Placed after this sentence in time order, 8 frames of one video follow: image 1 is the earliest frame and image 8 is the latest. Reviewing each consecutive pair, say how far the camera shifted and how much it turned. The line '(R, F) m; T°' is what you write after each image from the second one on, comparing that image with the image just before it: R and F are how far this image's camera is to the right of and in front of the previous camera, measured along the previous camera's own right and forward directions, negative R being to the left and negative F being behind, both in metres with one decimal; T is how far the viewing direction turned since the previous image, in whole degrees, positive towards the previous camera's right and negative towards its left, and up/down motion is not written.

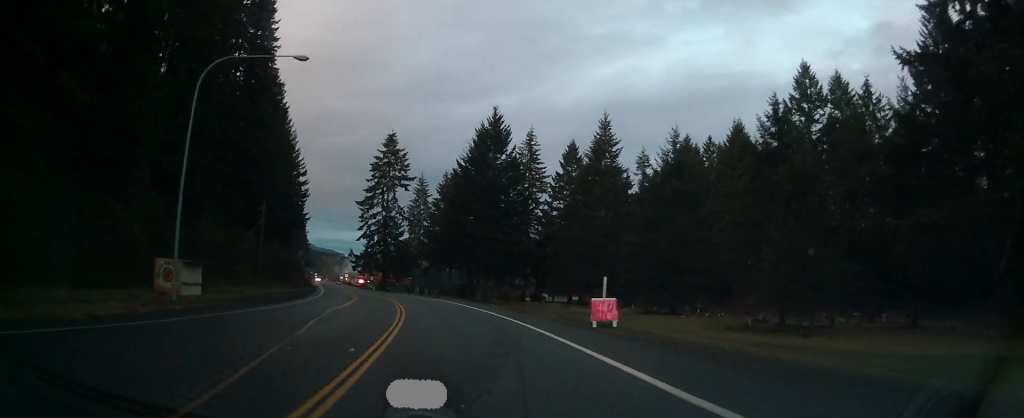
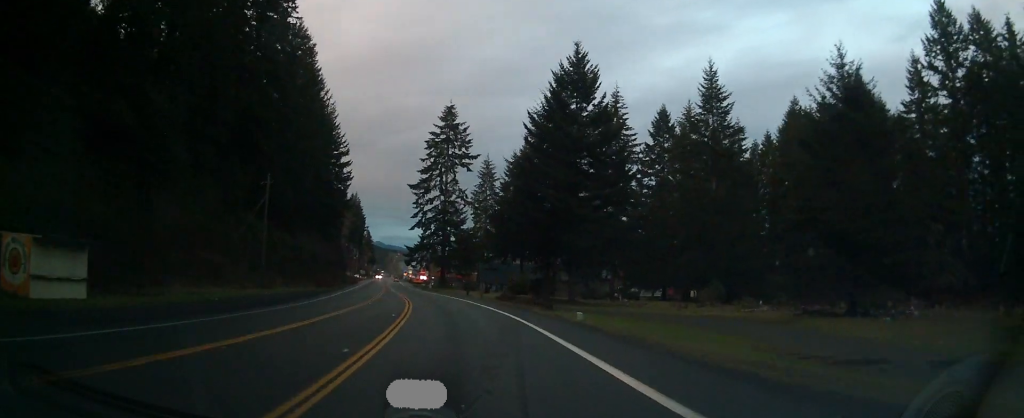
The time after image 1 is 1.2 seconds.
(-1.4, +24.6) m; -5°
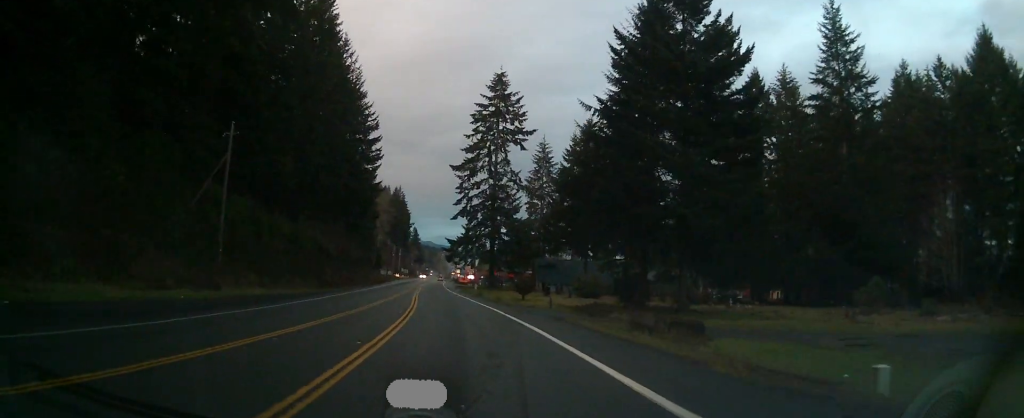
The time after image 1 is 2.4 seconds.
(-0.5, +23.2) m; -1°
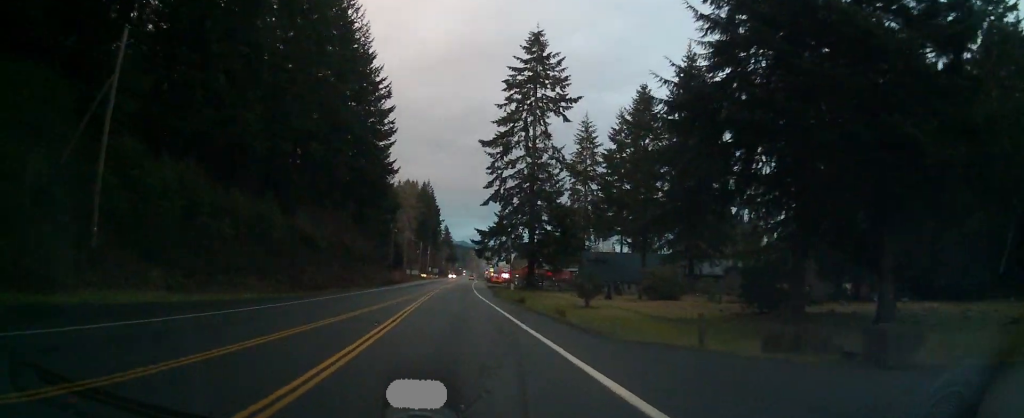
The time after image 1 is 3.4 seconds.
(0.0, +19.9) m; -4°
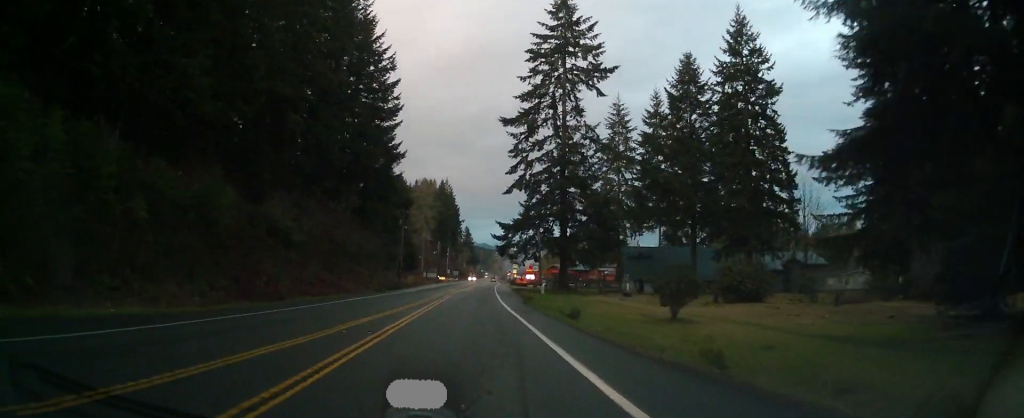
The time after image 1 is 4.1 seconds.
(-0.8, +14.1) m; -4°
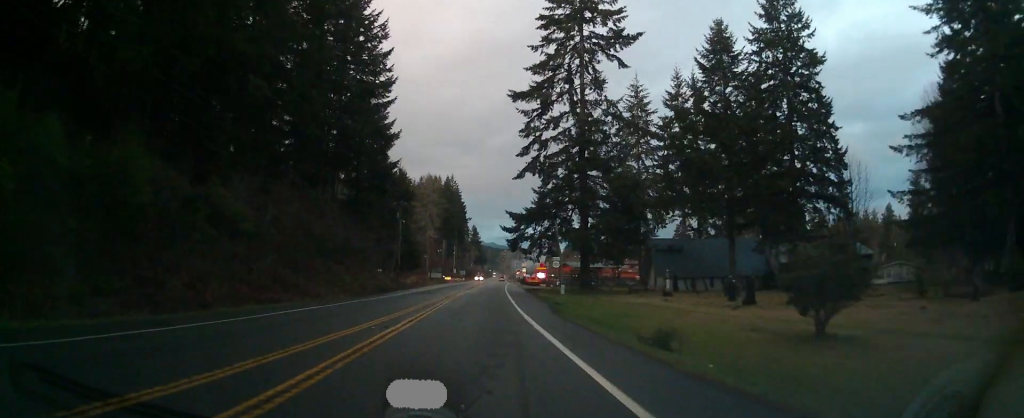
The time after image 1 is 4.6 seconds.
(-0.3, +10.8) m; -3°
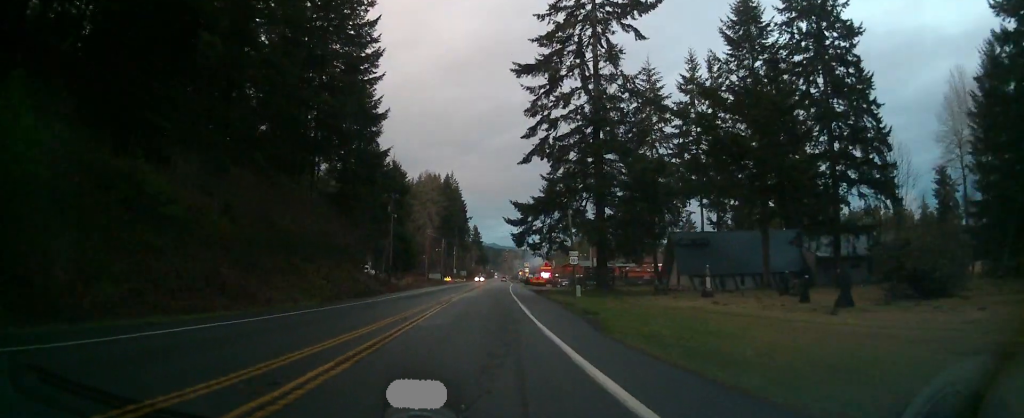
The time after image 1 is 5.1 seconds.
(-0.3, +9.0) m; -1°
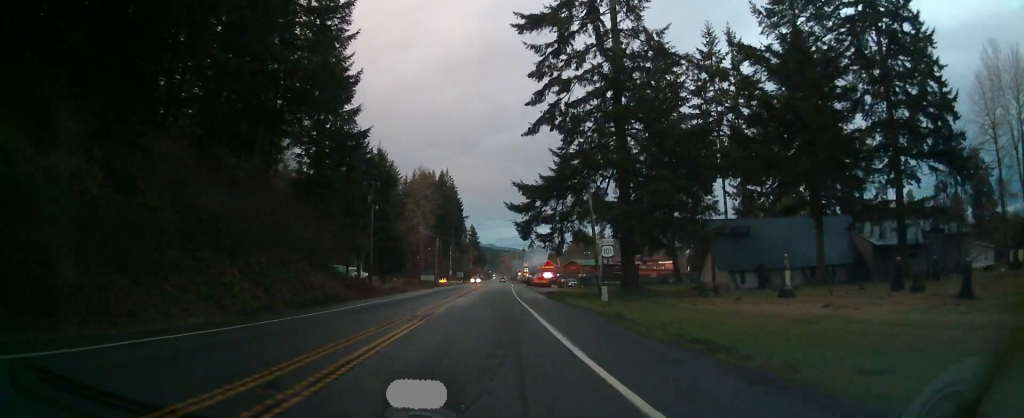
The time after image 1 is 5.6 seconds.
(-0.2, +11.9) m; -1°
